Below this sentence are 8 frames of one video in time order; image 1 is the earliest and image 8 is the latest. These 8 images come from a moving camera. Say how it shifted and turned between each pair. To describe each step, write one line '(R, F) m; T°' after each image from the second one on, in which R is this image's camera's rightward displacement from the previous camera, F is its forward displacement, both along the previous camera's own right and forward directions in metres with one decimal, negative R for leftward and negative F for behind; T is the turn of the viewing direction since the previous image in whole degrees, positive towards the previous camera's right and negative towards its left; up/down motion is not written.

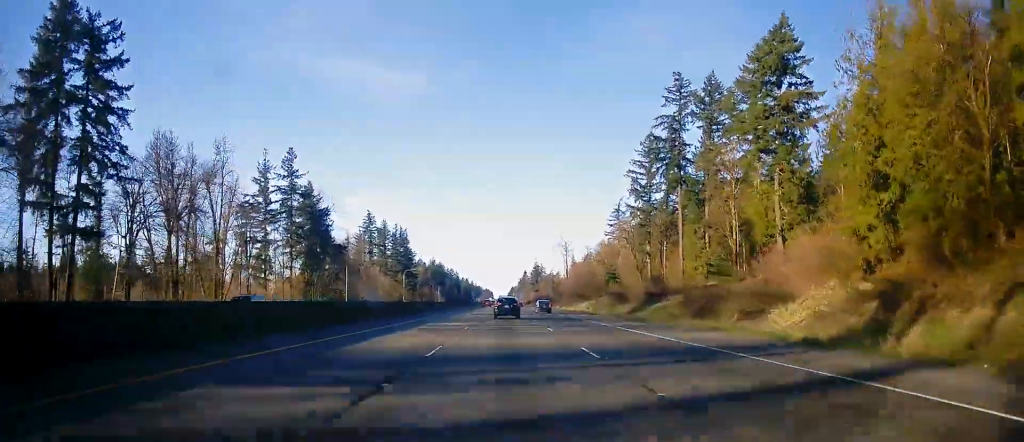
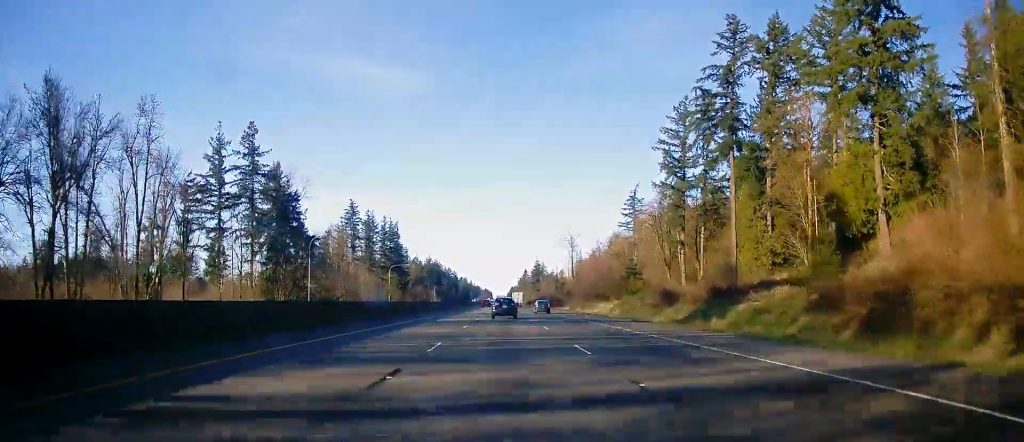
(-0.2, +23.5) m; -1°
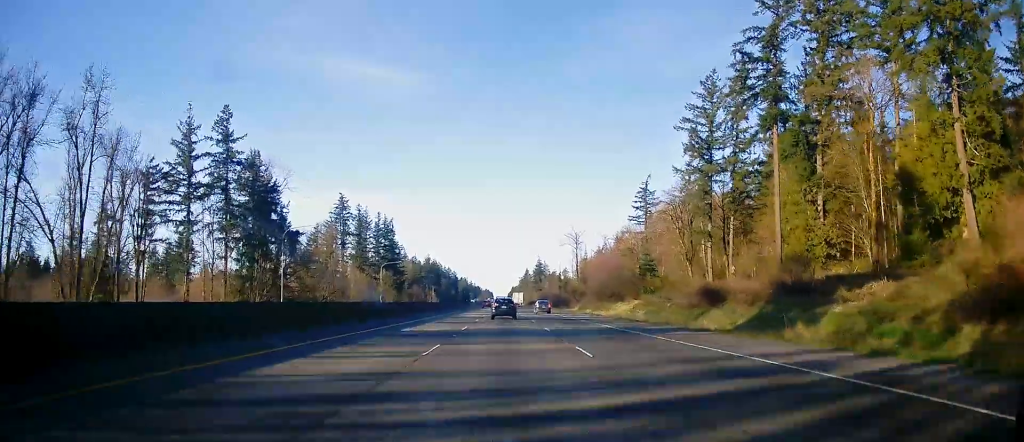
(-0.1, +12.8) m; 0°
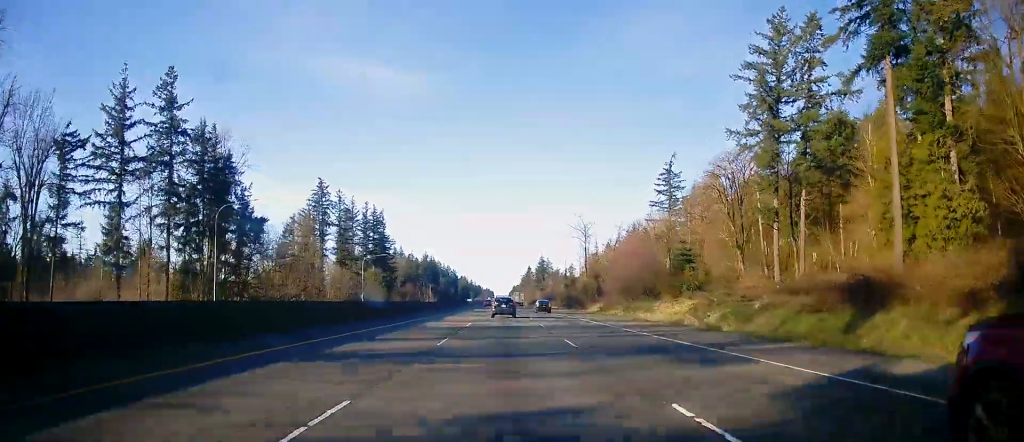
(0.0, +21.6) m; 0°
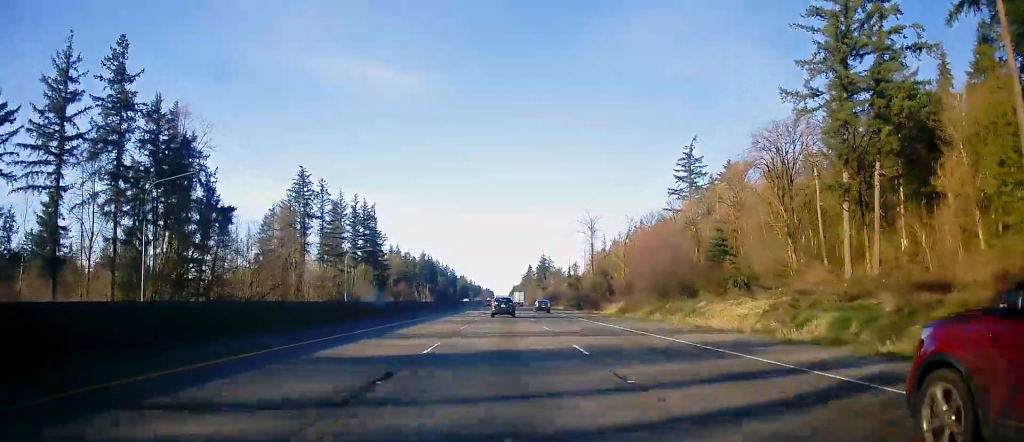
(0.0, +14.7) m; 0°
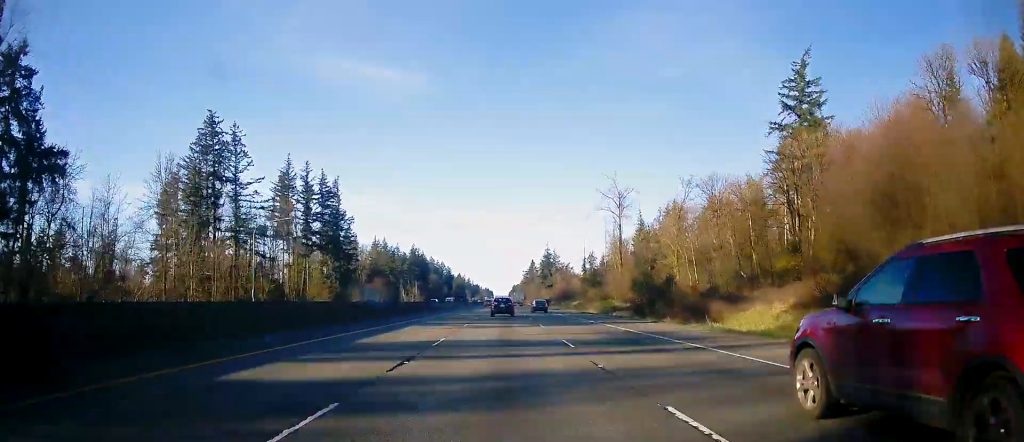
(0.0, +46.3) m; 0°
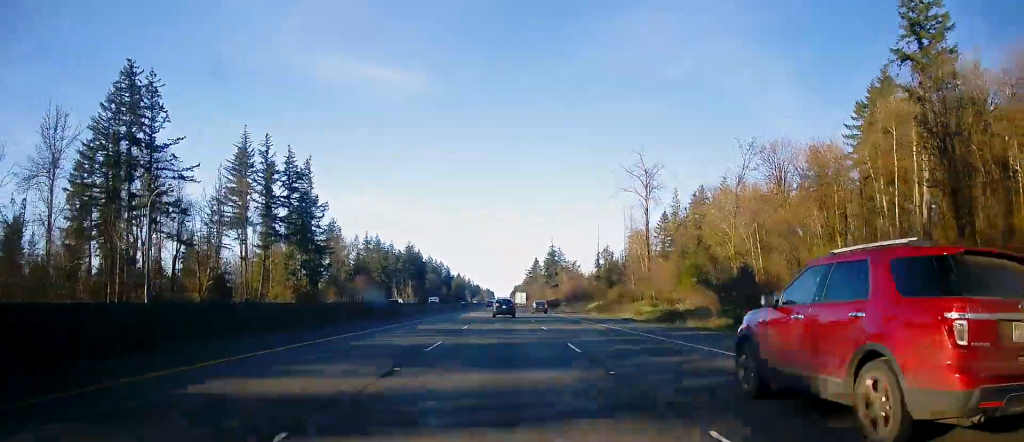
(+0.2, +25.8) m; 0°
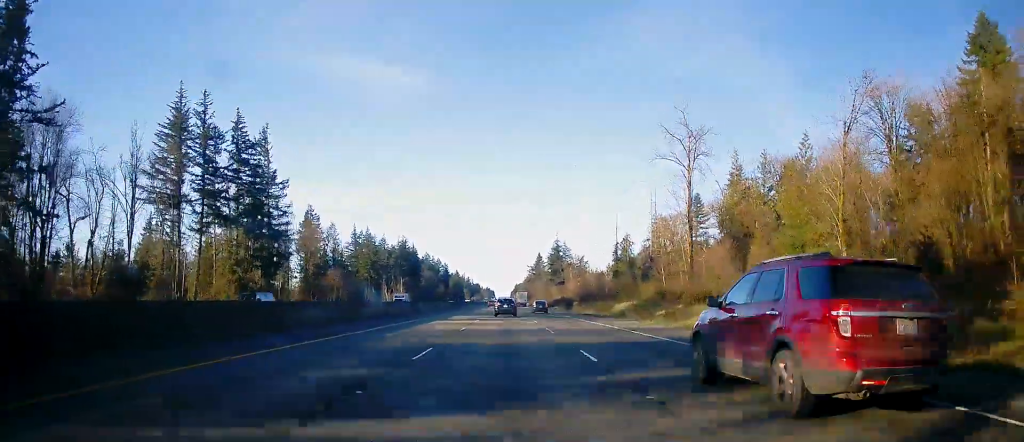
(-0.1, +26.8) m; 0°
